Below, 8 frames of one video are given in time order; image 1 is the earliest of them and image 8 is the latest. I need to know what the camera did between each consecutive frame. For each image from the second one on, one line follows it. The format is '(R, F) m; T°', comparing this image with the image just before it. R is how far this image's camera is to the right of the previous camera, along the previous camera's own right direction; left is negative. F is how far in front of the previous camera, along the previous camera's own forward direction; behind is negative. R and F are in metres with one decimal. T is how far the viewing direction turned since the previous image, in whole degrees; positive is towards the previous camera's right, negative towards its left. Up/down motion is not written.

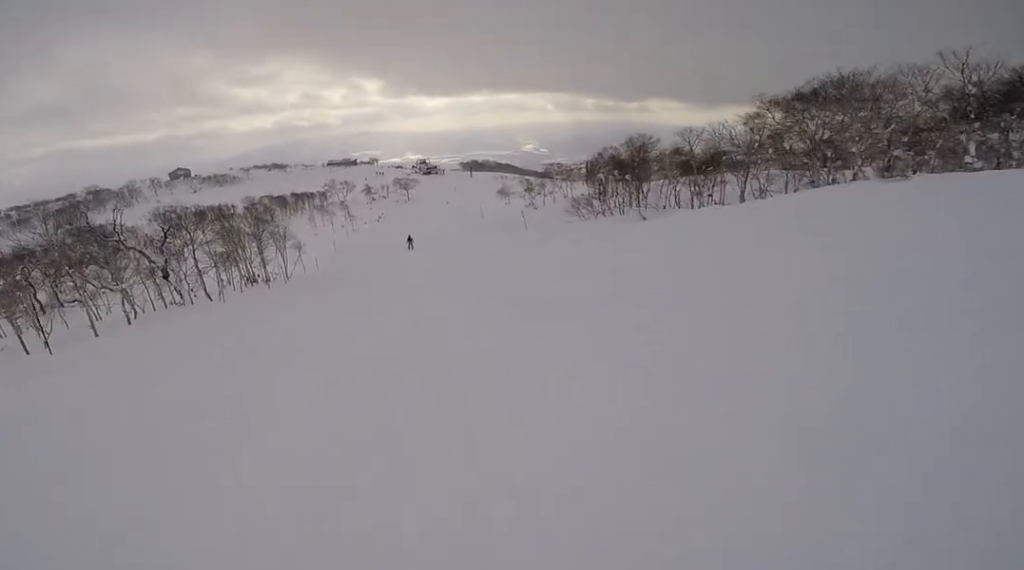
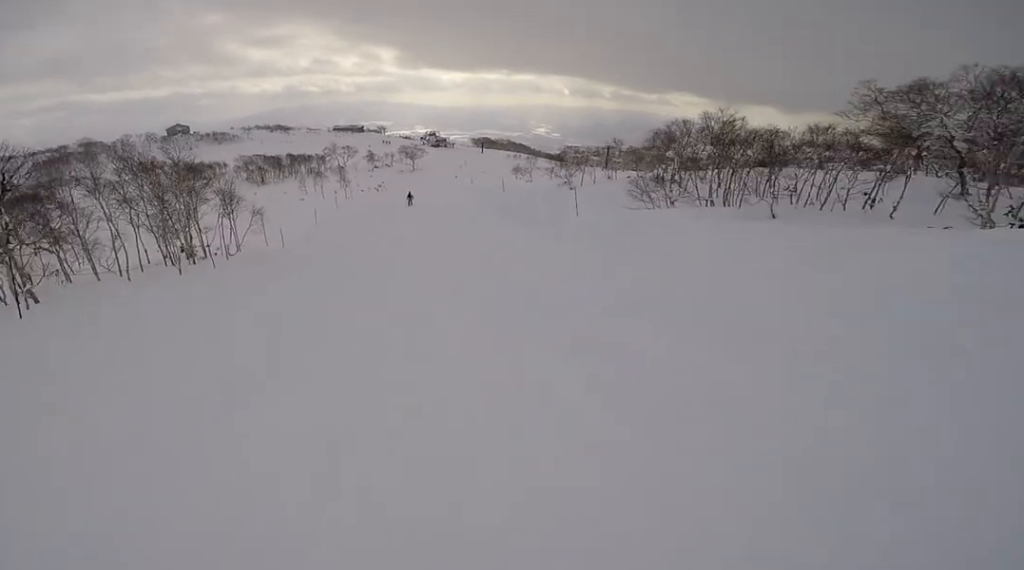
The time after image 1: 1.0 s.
(-0.2, +11.0) m; -1°
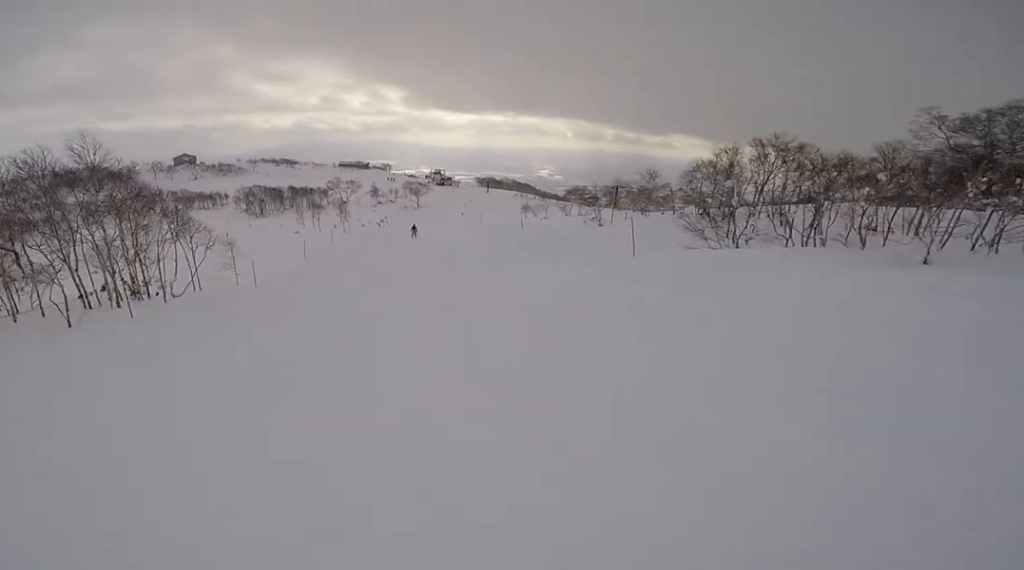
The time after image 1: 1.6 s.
(0.0, +6.3) m; 0°
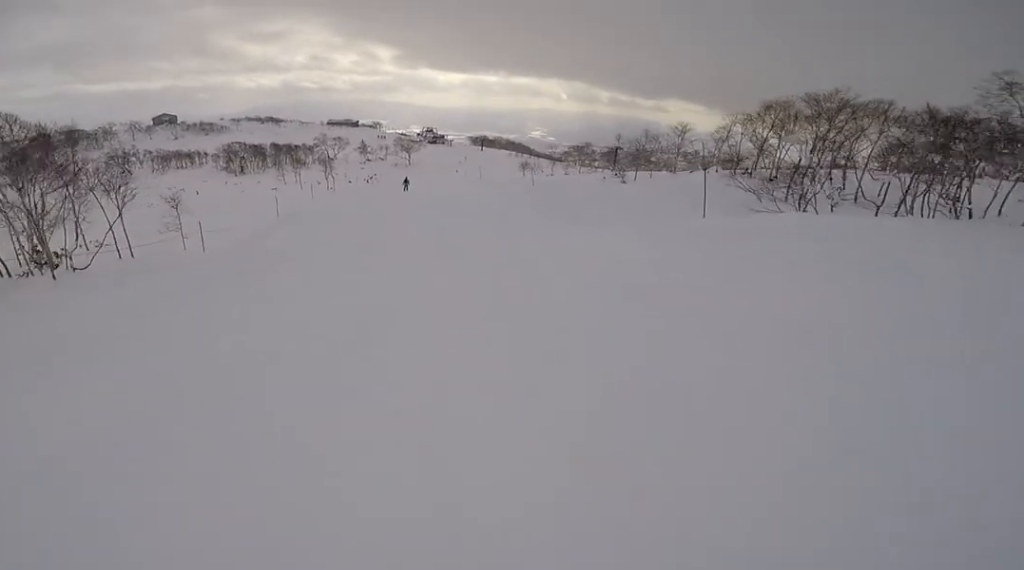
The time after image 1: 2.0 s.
(+0.1, +4.8) m; 0°
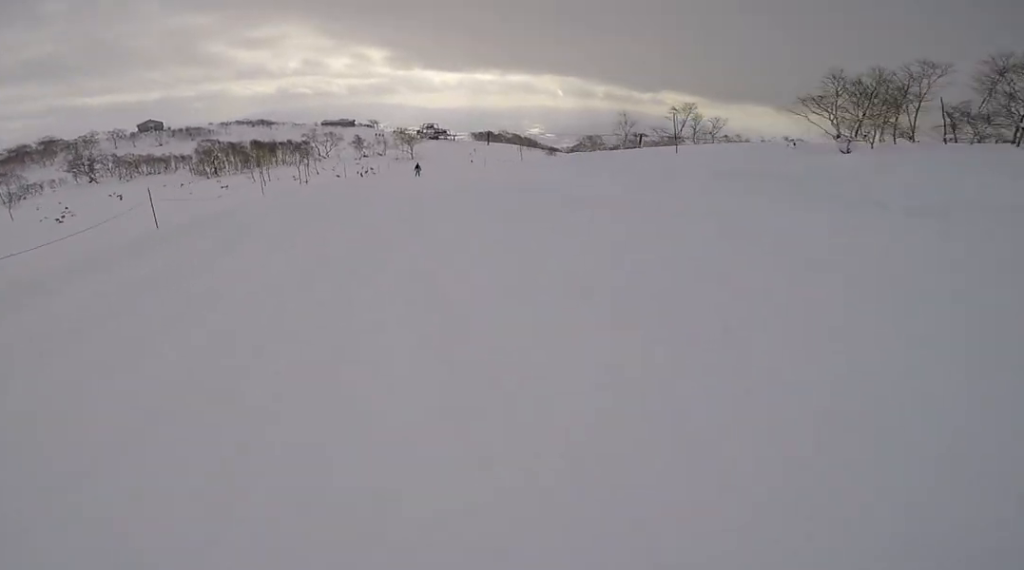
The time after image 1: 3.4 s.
(-0.2, +15.7) m; -1°
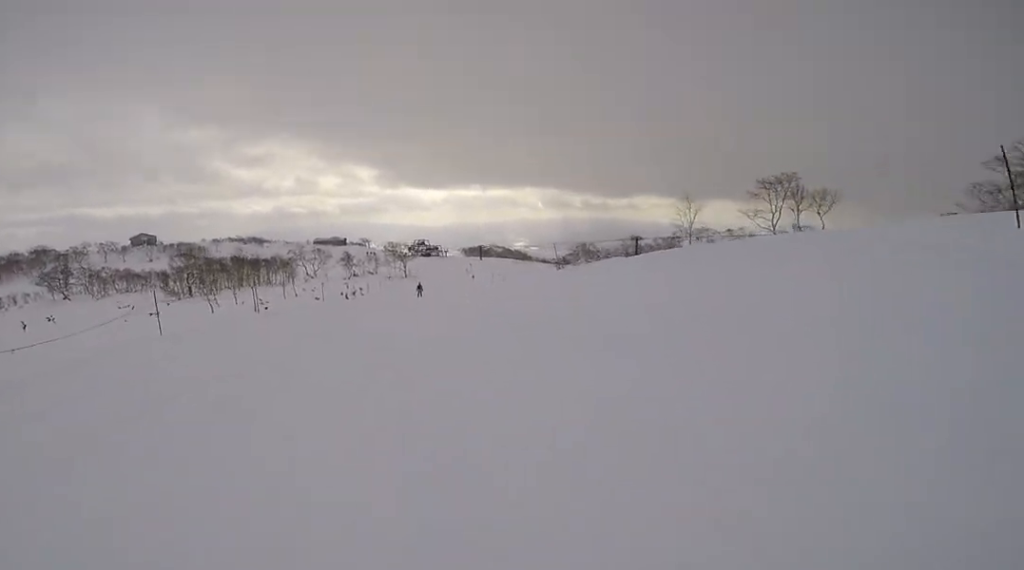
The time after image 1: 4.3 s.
(0.0, +10.7) m; +1°
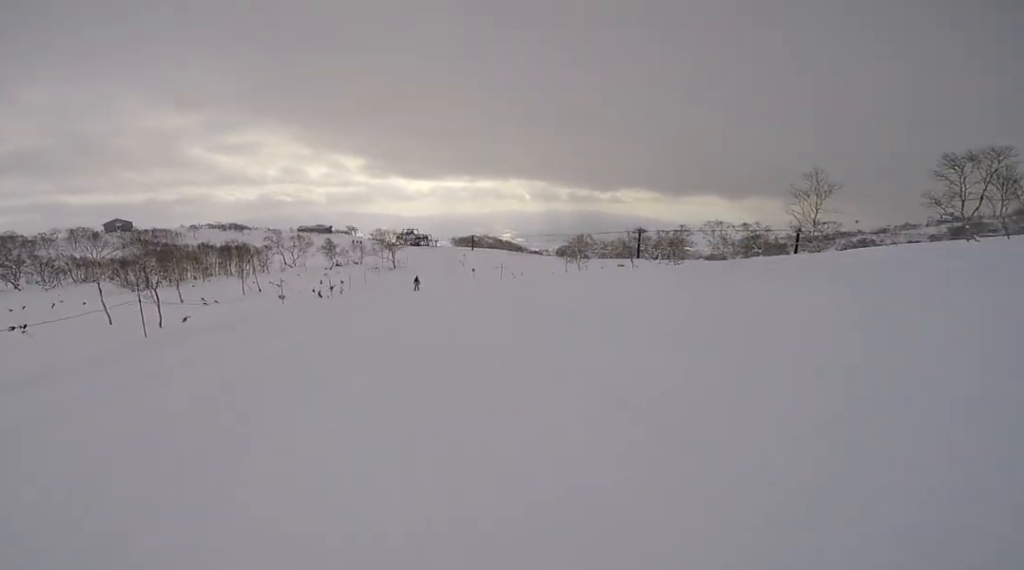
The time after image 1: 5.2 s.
(+0.2, +9.4) m; 0°
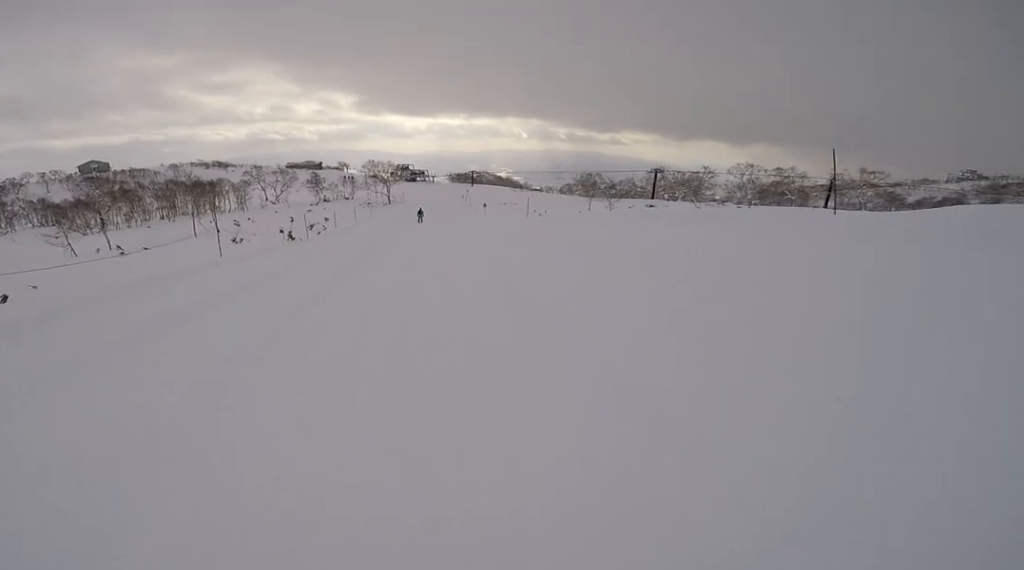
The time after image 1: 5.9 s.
(-0.1, +8.7) m; 0°
